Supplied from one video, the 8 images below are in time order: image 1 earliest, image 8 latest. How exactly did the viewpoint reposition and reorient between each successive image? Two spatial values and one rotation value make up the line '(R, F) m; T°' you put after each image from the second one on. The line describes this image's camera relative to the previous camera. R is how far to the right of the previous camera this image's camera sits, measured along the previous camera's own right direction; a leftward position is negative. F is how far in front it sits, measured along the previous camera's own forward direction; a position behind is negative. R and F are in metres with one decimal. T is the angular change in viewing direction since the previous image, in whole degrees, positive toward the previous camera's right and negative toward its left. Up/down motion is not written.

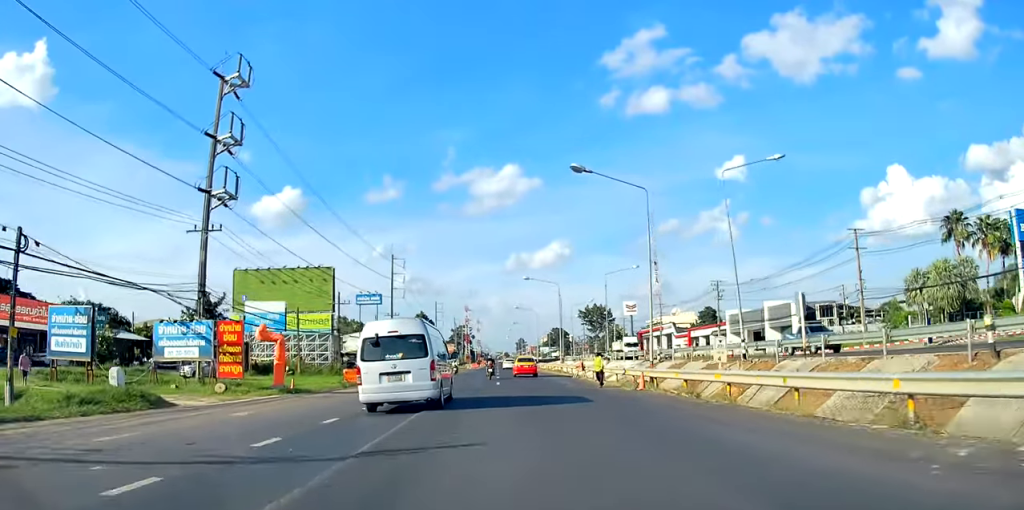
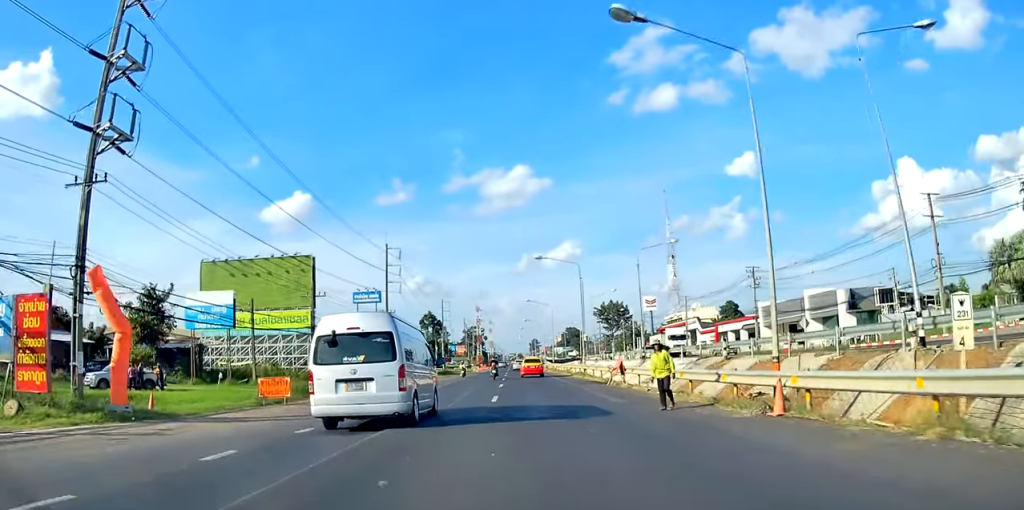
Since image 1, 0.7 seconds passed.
(-0.1, +11.3) m; -1°
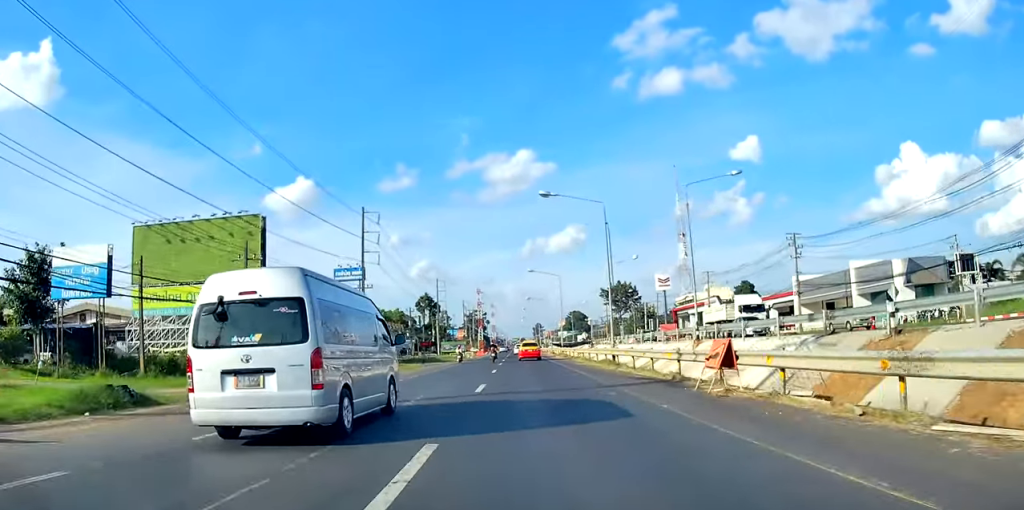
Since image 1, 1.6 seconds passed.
(-0.2, +13.9) m; -1°
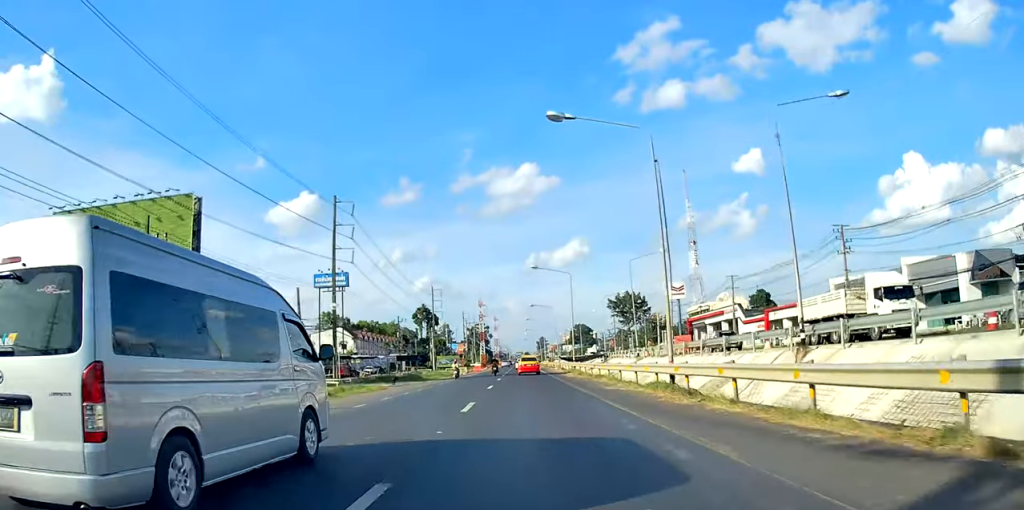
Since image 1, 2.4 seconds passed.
(-0.1, +12.4) m; 0°
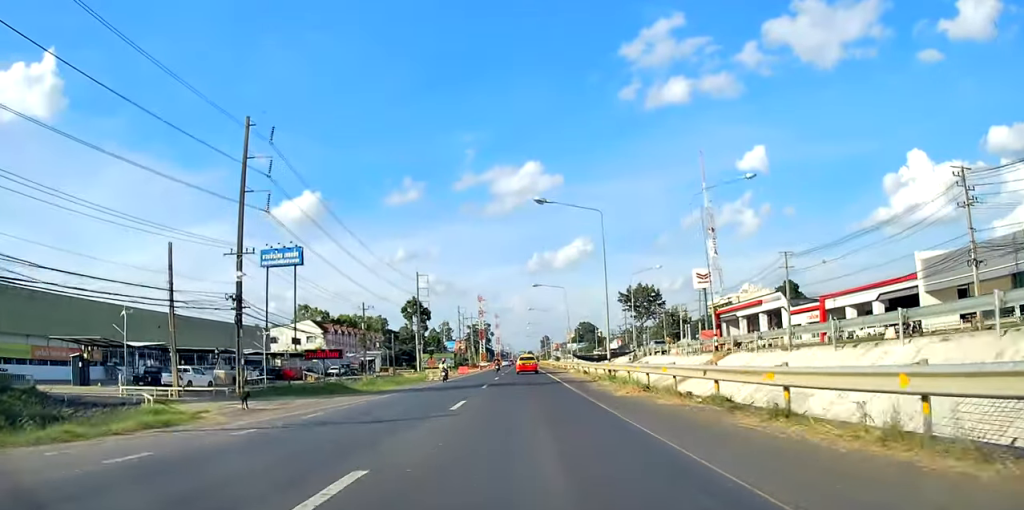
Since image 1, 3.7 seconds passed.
(+0.3, +23.0) m; +1°
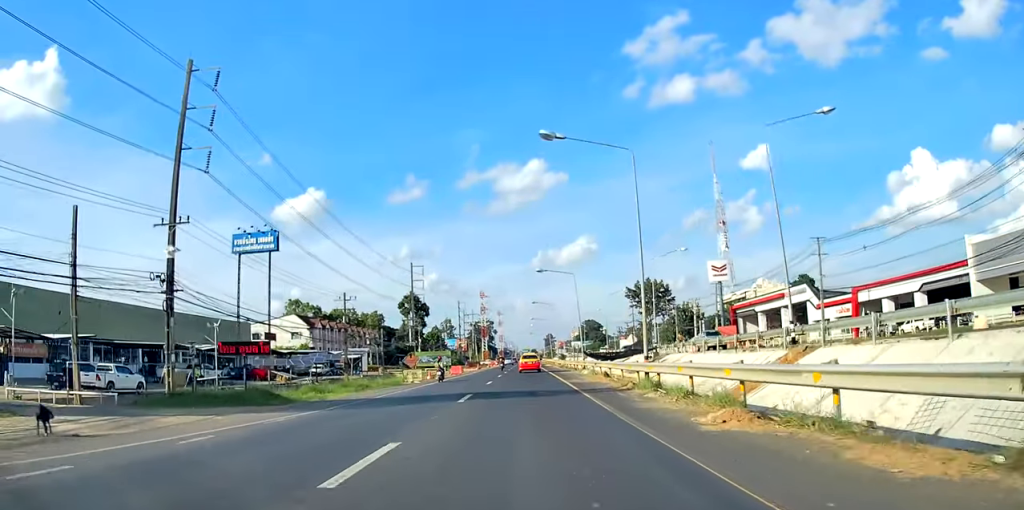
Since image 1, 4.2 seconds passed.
(+0.2, +10.2) m; 0°
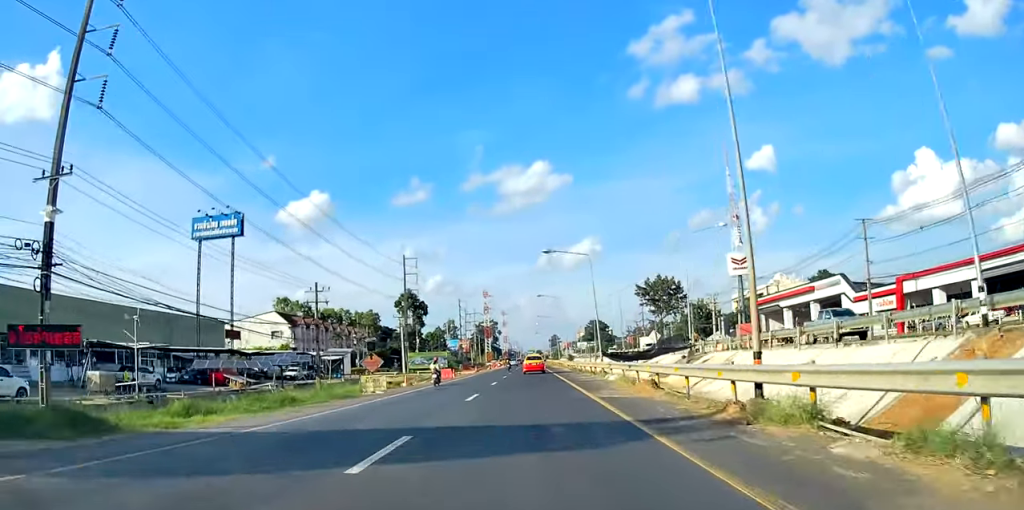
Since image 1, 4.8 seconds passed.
(-0.2, +10.8) m; -2°
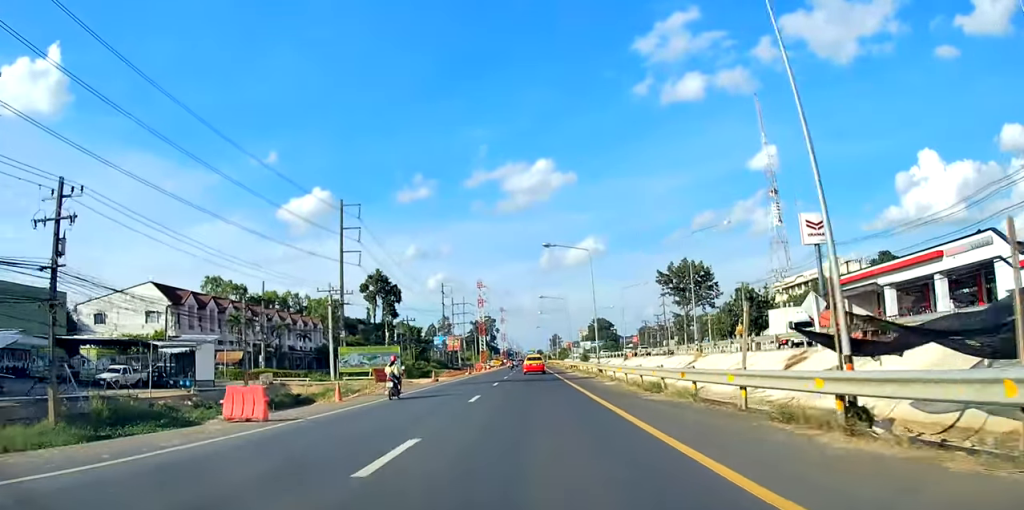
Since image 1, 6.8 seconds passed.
(-1.0, +34.6) m; -1°
